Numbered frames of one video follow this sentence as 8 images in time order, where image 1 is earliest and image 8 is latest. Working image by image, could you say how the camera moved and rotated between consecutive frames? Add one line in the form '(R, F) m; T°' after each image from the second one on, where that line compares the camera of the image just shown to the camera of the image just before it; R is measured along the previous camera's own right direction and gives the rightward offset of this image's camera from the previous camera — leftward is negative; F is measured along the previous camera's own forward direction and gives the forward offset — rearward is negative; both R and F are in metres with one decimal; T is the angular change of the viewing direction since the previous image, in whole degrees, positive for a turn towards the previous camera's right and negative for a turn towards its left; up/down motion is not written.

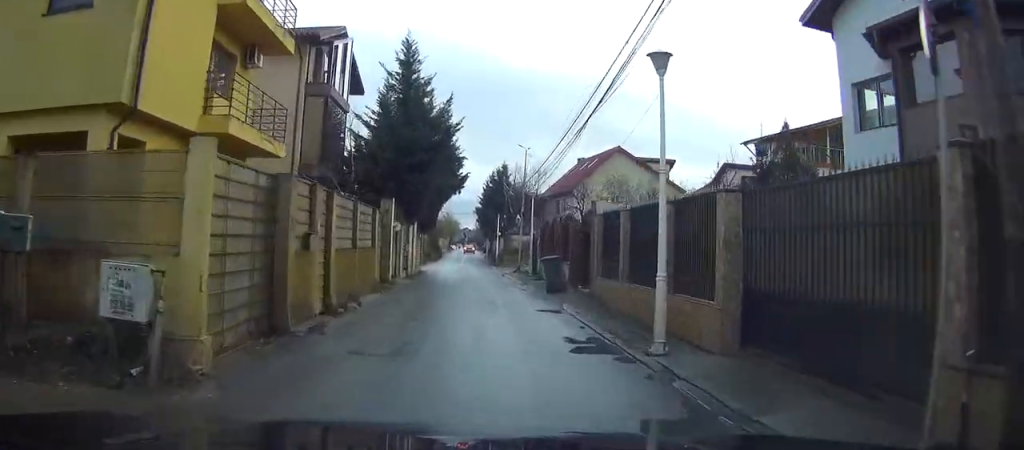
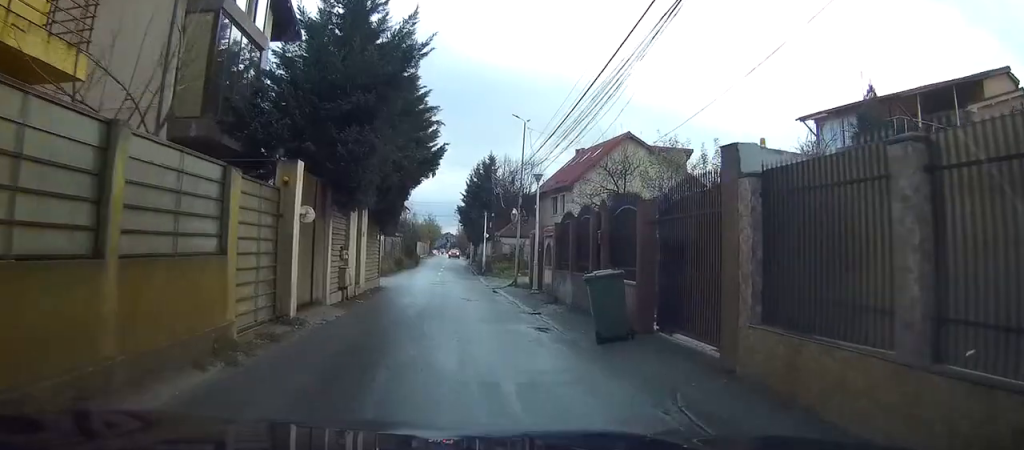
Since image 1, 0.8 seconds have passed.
(+0.1, +10.5) m; +1°
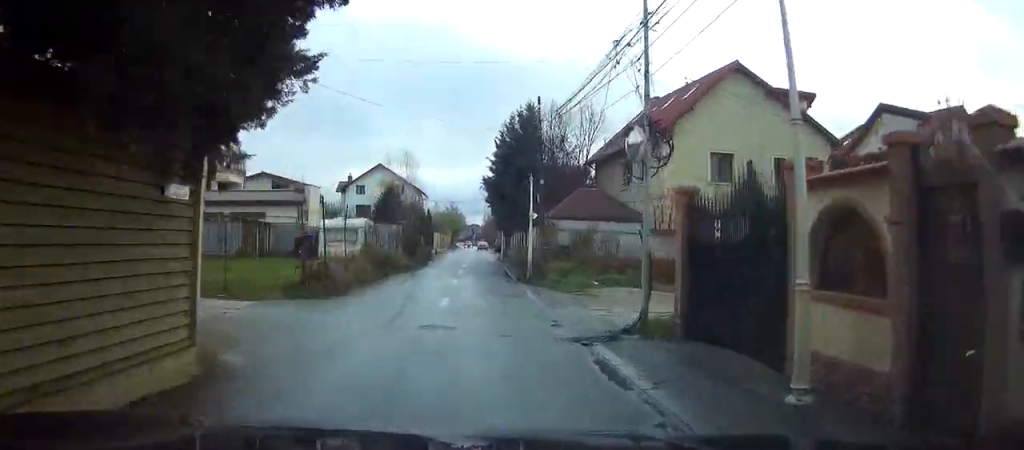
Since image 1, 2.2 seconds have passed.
(+0.1, +18.6) m; 0°
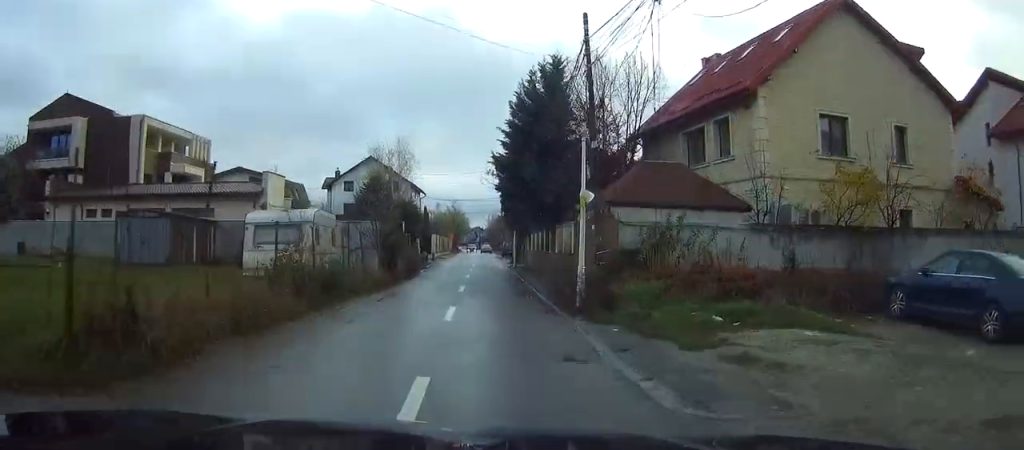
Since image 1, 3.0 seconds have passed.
(-0.1, +11.5) m; 0°
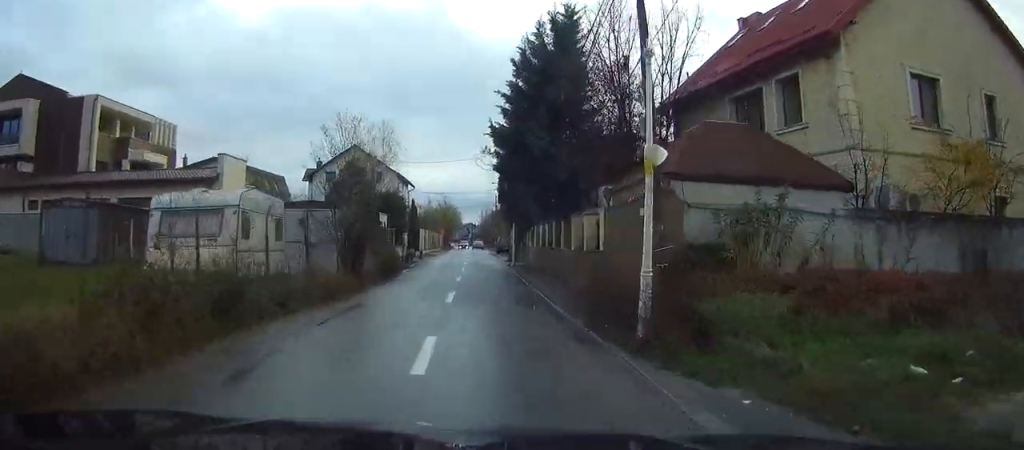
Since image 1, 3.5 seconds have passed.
(0.0, +6.4) m; 0°
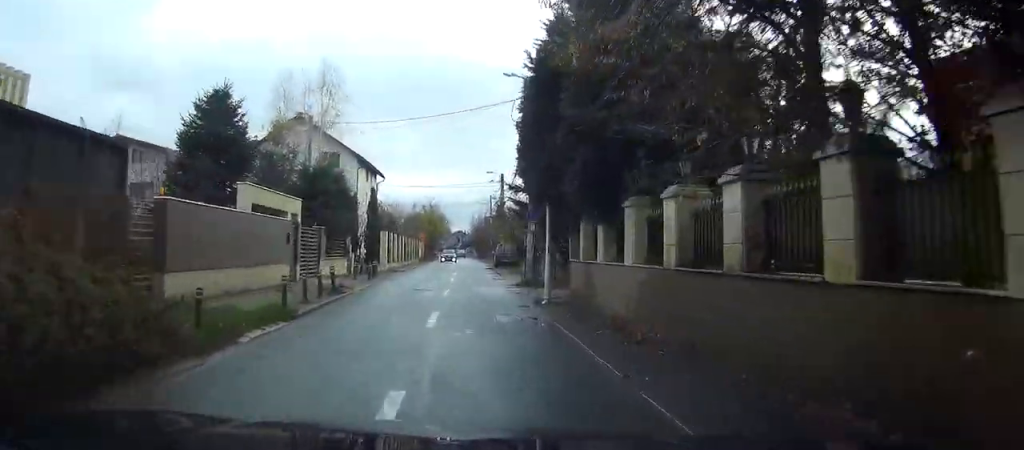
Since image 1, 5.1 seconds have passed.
(+0.2, +21.6) m; 0°
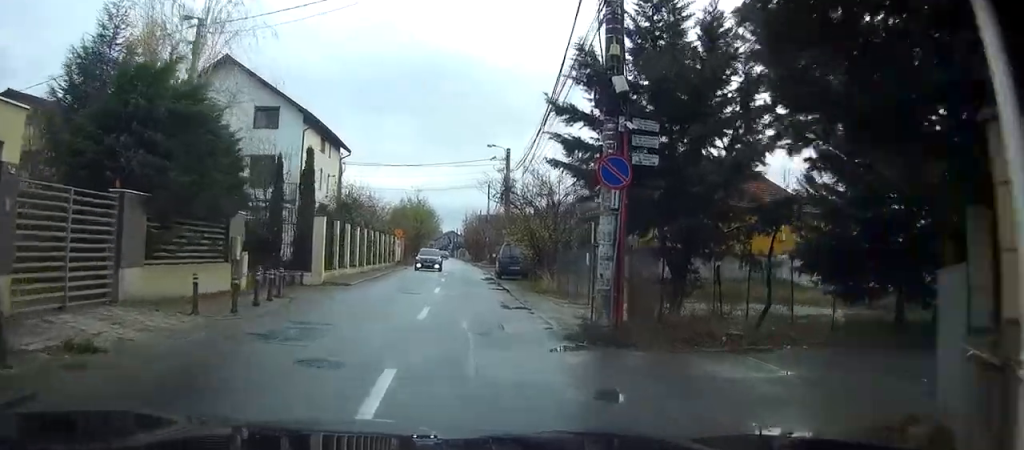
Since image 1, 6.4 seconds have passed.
(-0.1, +17.1) m; 0°
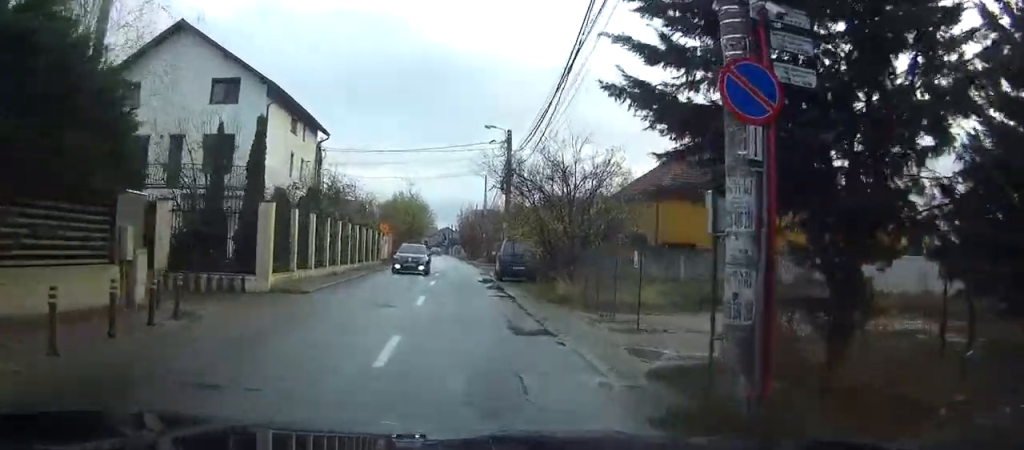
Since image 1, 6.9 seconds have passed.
(+0.1, +6.3) m; 0°
